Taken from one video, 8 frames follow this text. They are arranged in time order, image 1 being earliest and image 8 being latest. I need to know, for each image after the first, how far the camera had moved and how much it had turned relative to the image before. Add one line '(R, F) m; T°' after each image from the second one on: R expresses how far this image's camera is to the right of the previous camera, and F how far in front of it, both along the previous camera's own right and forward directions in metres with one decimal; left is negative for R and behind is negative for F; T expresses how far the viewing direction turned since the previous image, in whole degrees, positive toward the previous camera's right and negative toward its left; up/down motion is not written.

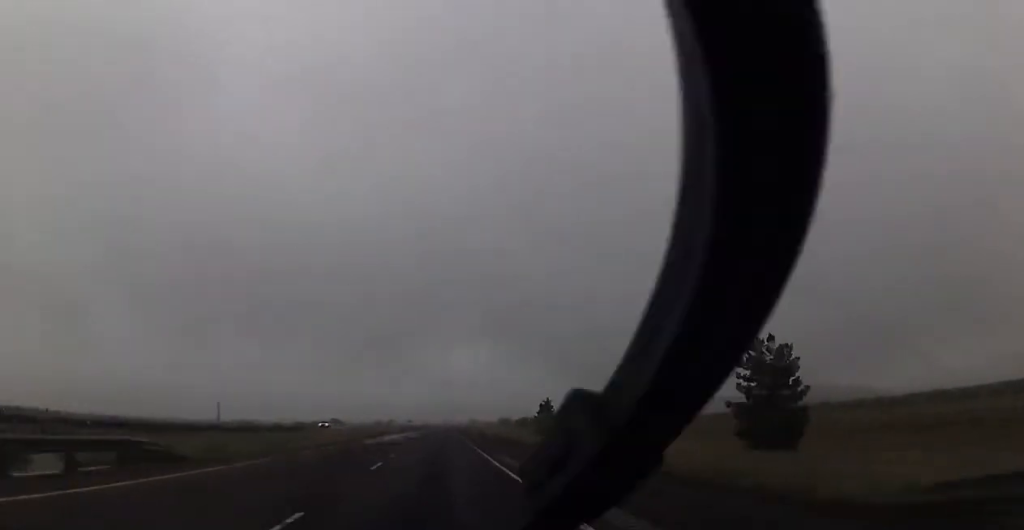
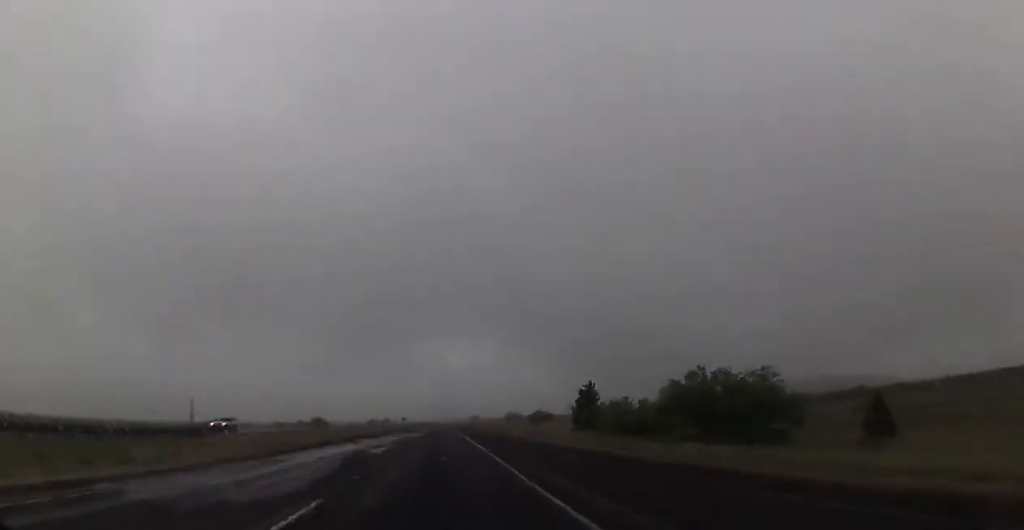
(-0.3, +35.6) m; +1°
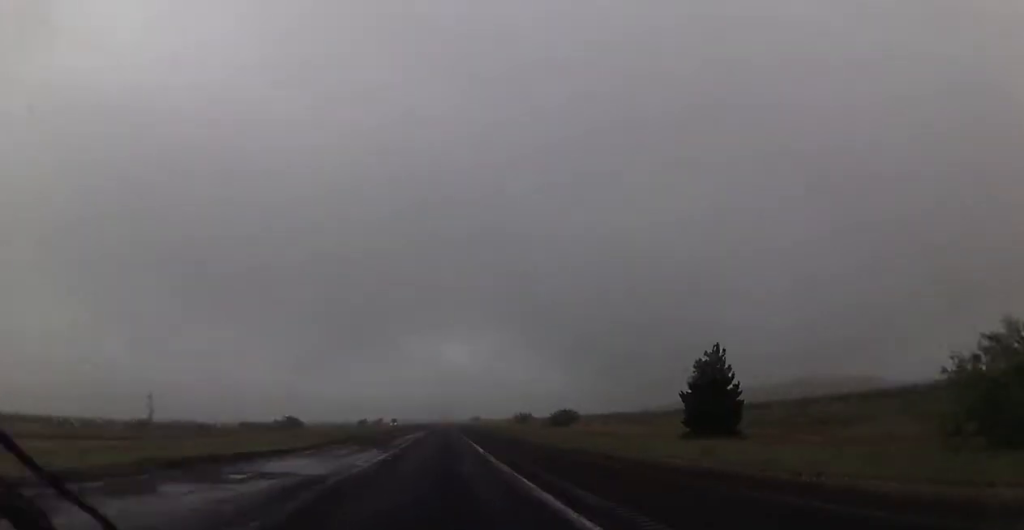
(+0.7, +41.4) m; 0°
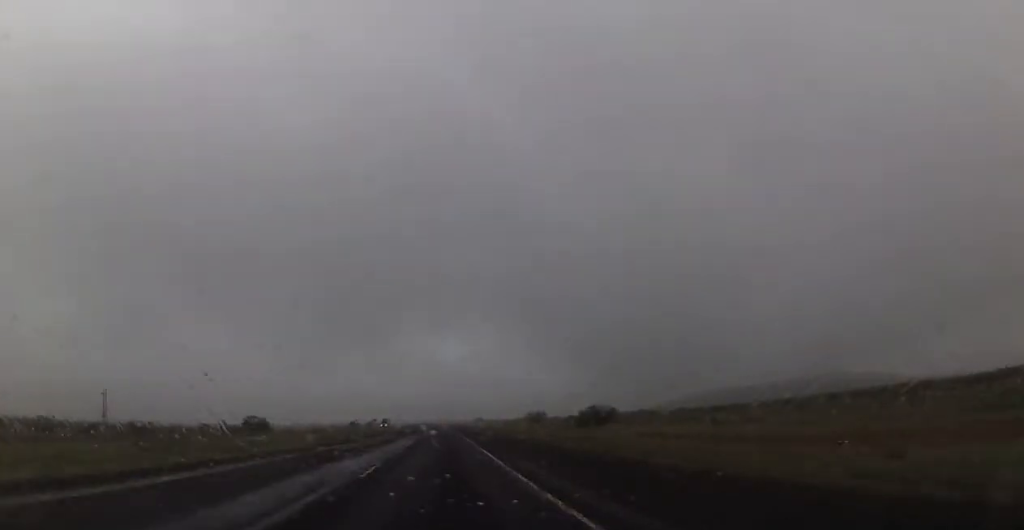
(-0.3, +36.6) m; 0°
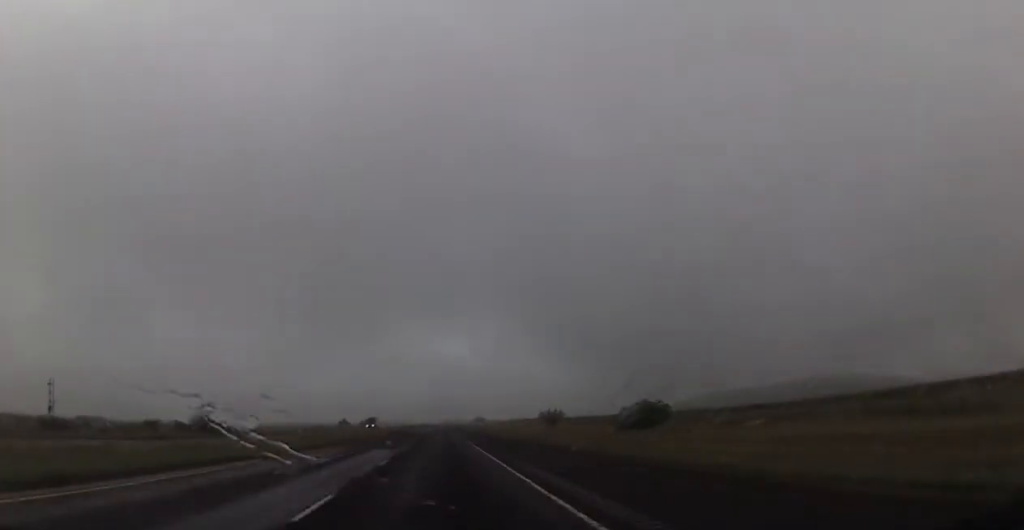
(0.0, +32.0) m; 0°
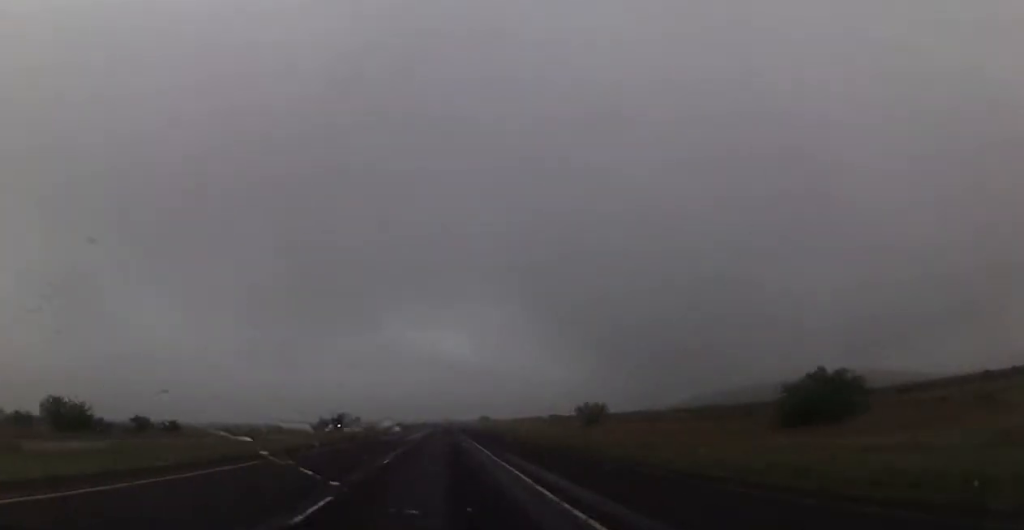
(-0.2, +49.3) m; 0°
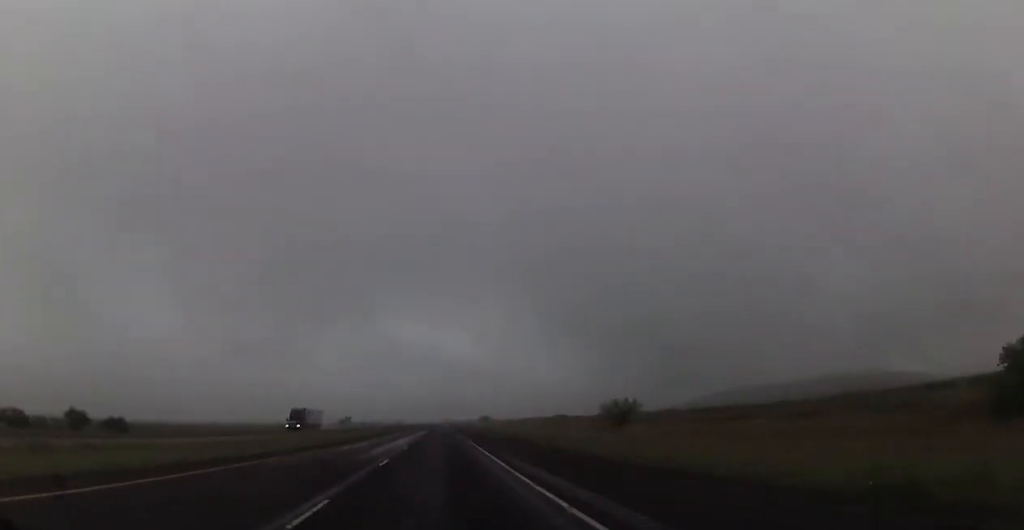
(+0.1, +25.2) m; 0°
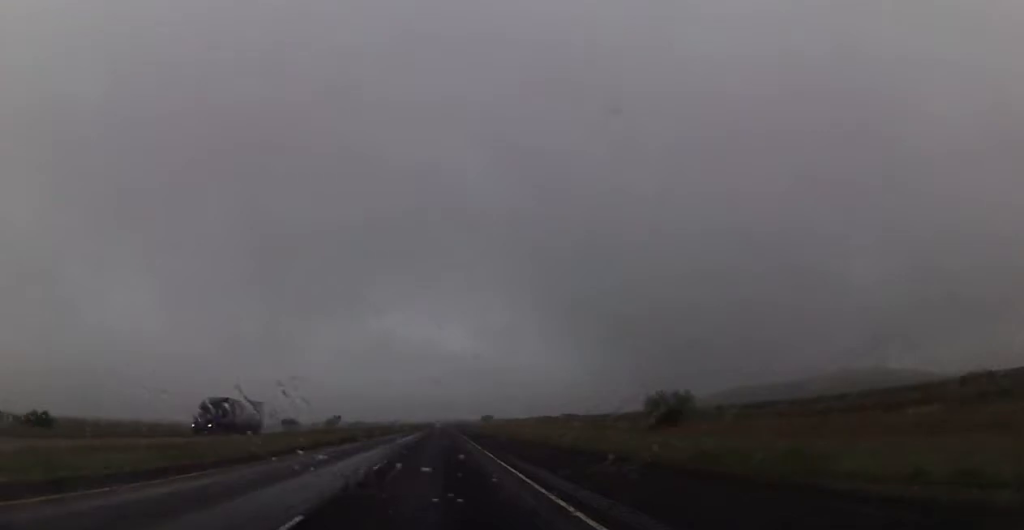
(+0.1, +26.4) m; 0°
